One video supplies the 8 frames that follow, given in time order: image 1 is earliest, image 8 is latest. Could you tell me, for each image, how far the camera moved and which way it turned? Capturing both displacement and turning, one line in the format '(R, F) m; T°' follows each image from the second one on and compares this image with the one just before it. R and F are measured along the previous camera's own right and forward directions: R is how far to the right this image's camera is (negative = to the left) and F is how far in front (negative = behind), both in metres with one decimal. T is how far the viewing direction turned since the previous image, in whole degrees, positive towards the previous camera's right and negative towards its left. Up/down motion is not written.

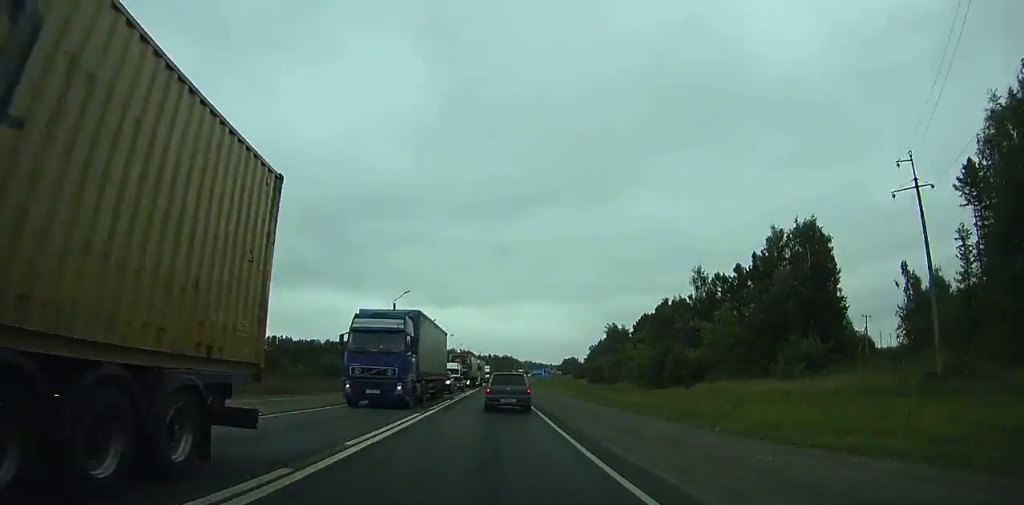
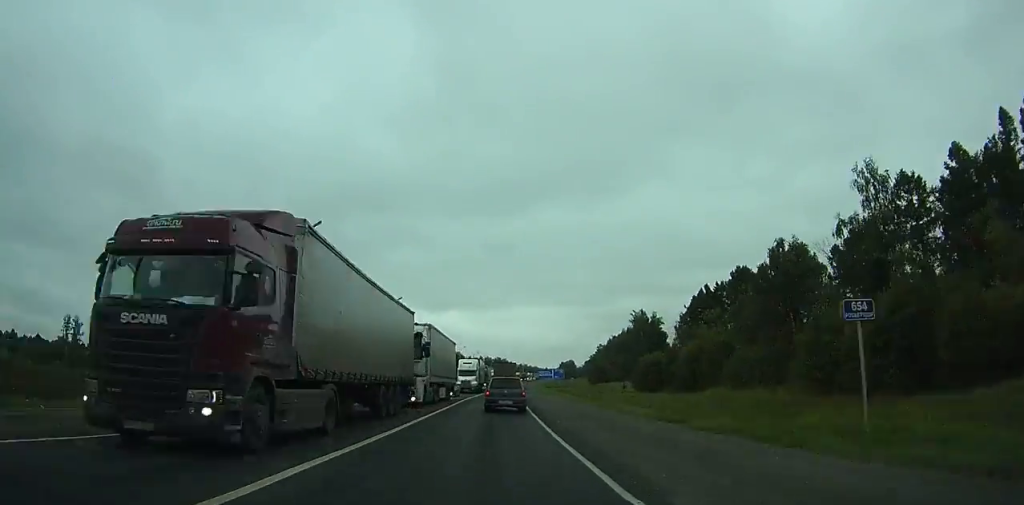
(+0.2, +59.1) m; +1°
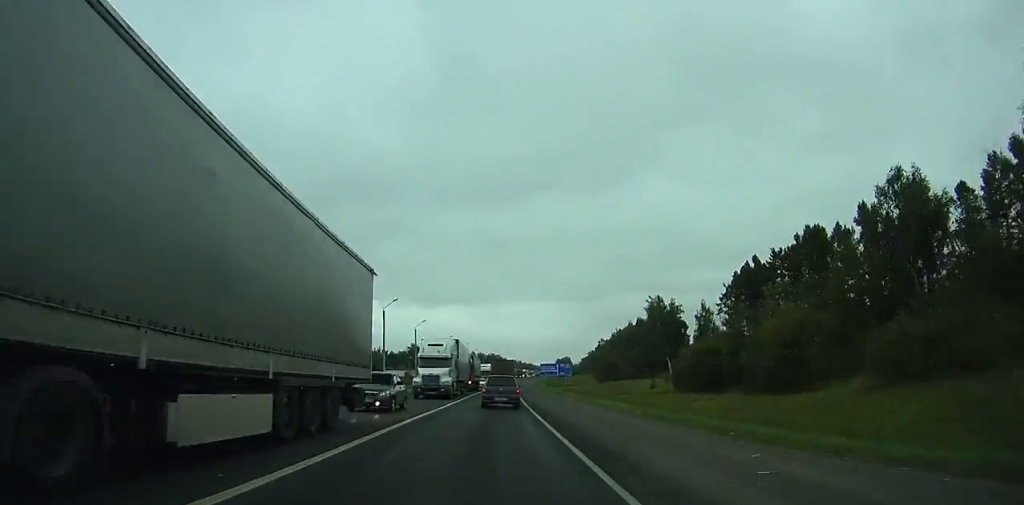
(+0.2, +26.6) m; +1°
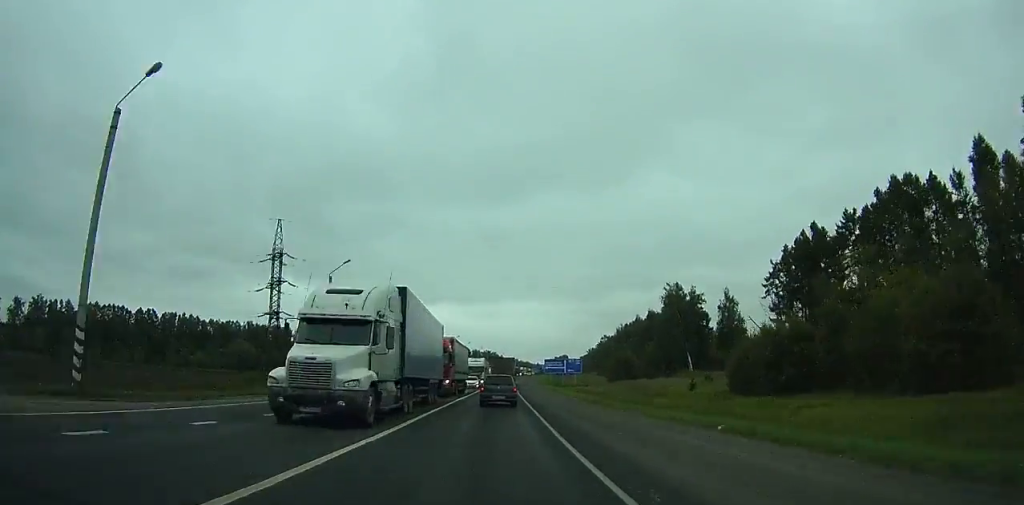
(+0.1, +21.2) m; +1°
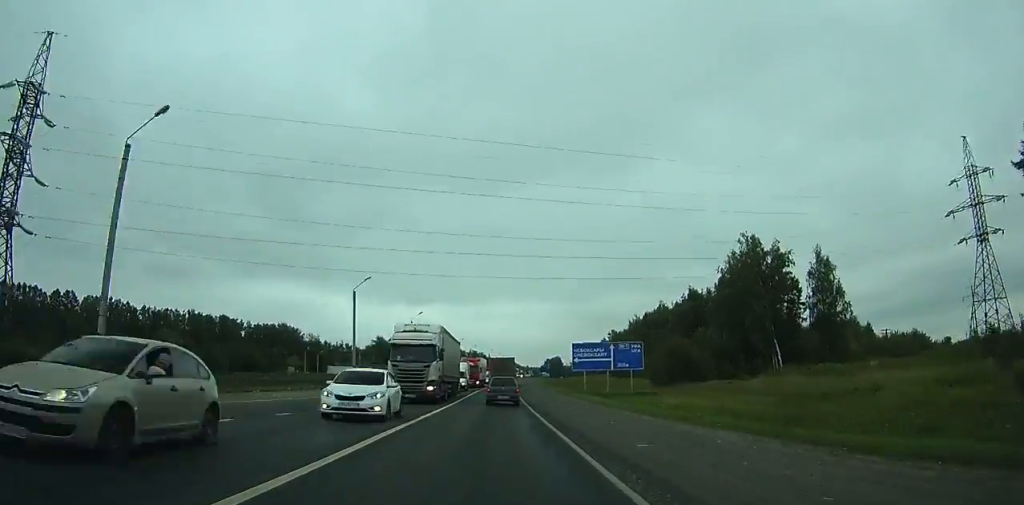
(+0.5, +50.7) m; +1°
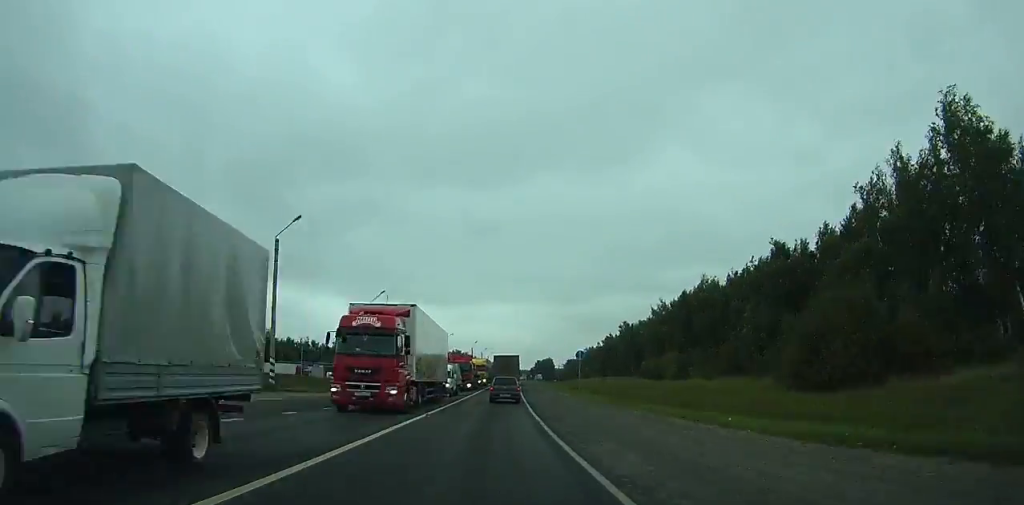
(+0.7, +50.1) m; +1°
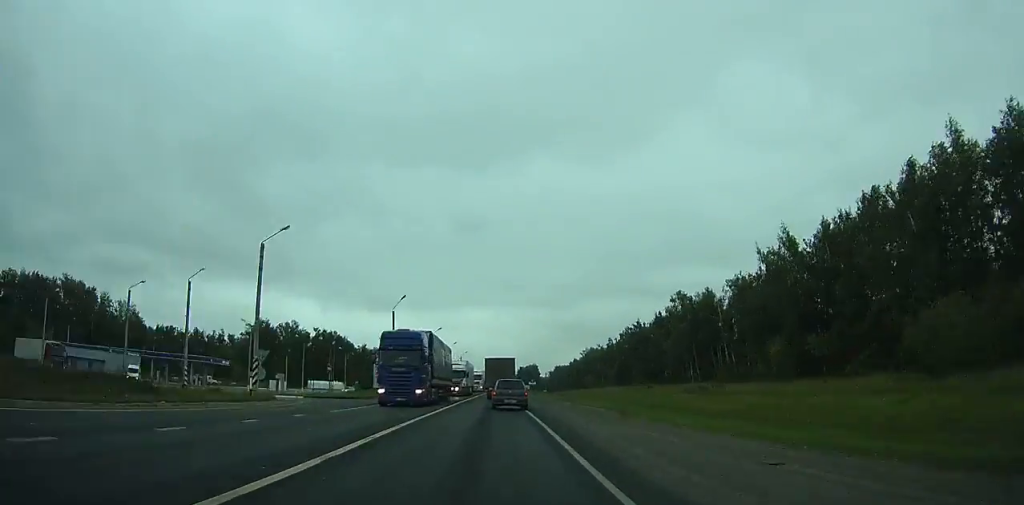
(+1.5, +88.3) m; +2°
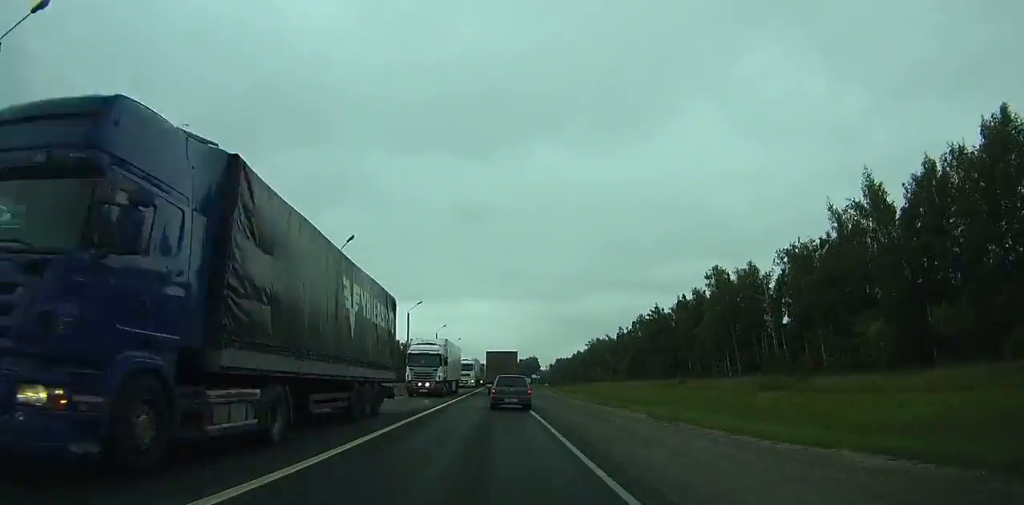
(0.0, +21.5) m; 0°
